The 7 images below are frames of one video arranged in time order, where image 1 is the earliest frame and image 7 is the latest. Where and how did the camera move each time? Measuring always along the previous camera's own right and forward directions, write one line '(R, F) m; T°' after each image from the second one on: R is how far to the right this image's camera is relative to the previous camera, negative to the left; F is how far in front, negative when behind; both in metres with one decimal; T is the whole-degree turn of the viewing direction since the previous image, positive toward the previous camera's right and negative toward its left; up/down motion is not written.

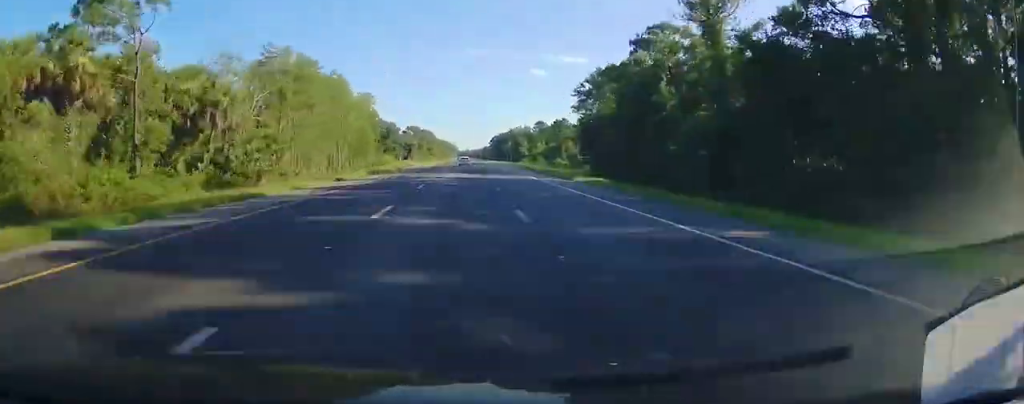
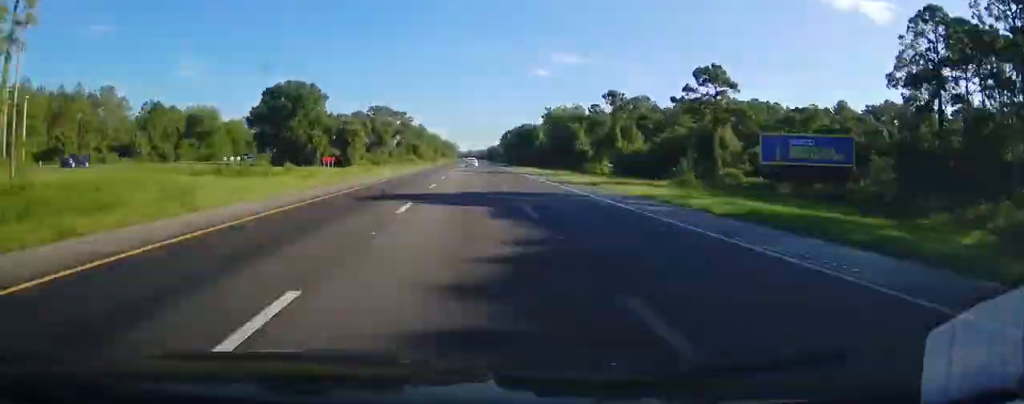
(+0.4, +107.8) m; 0°
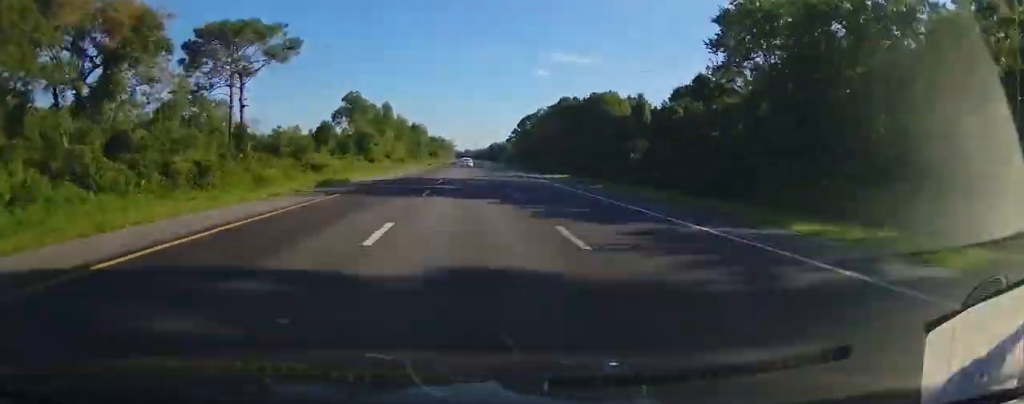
(+0.5, +102.8) m; 0°
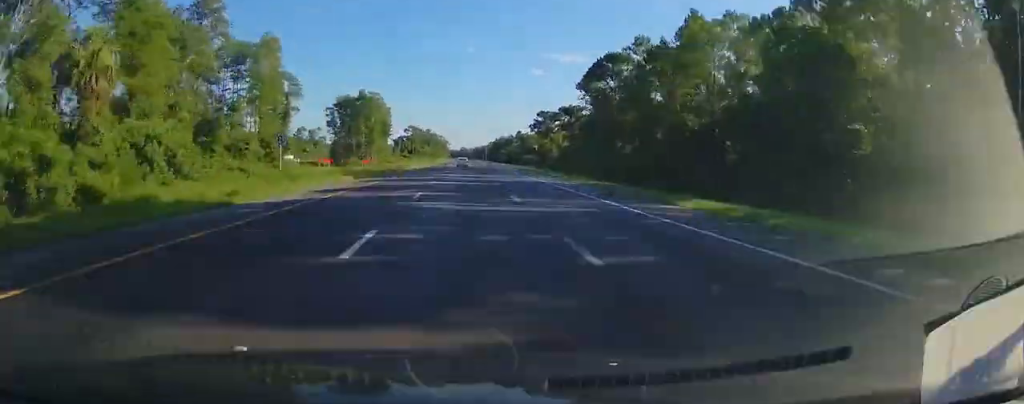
(-0.6, +111.2) m; 0°
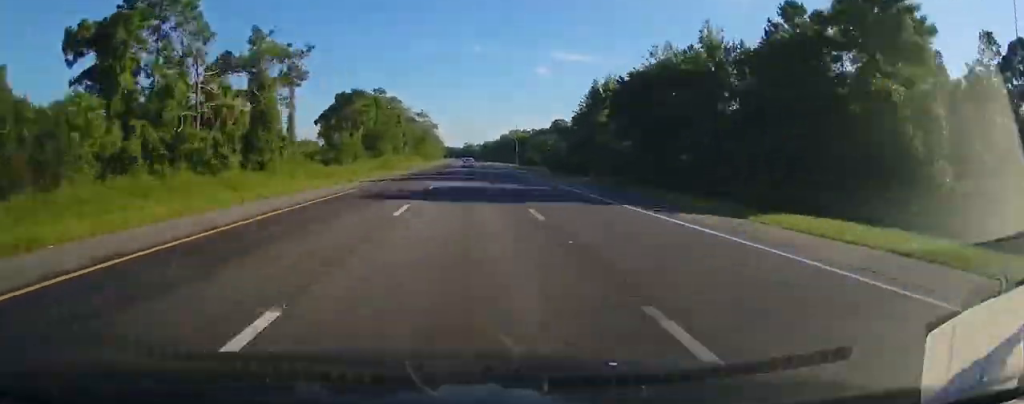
(-1.3, +252.3) m; 0°
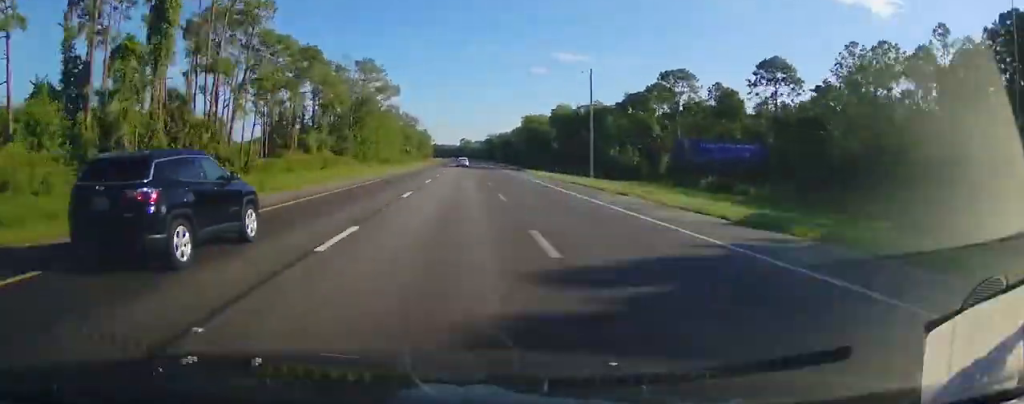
(+1.1, +129.0) m; 0°
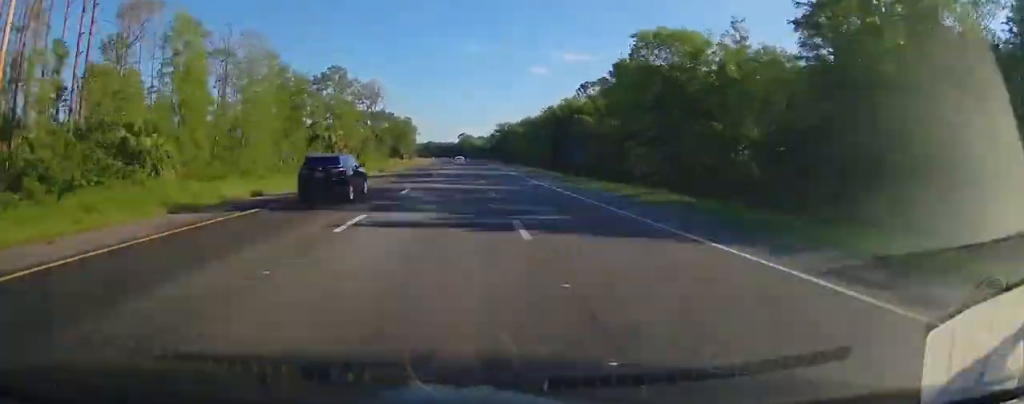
(-0.4, +107.4) m; -1°
